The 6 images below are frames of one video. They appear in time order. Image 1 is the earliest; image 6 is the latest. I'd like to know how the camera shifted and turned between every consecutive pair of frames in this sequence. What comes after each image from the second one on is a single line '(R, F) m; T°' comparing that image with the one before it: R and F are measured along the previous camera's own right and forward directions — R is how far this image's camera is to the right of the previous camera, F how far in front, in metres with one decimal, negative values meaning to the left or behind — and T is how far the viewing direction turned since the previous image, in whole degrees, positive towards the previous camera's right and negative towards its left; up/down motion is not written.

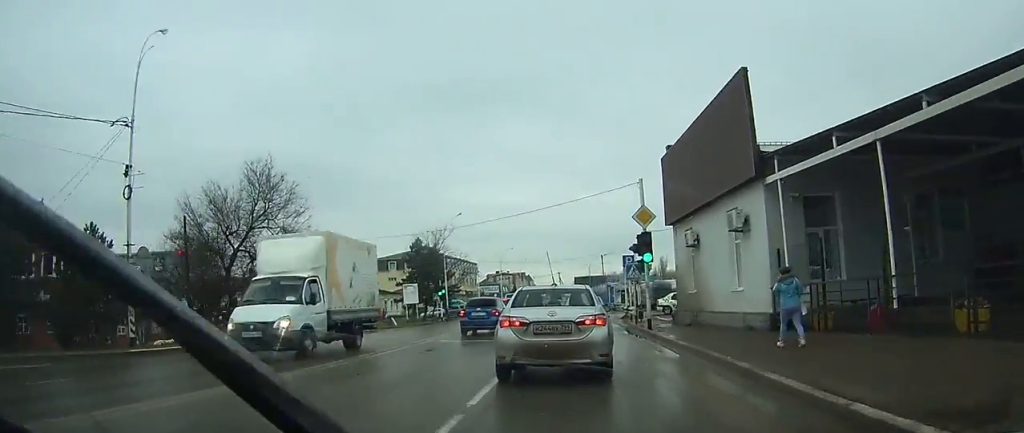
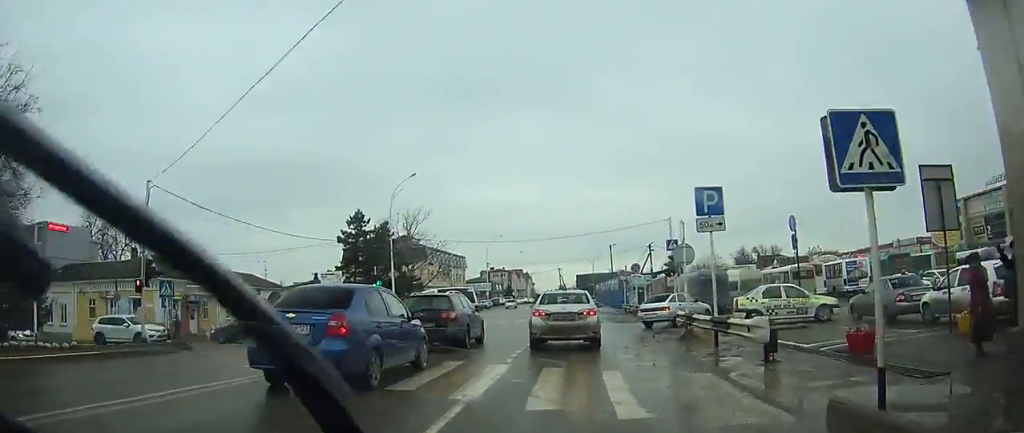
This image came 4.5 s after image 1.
(+0.4, +25.3) m; 0°
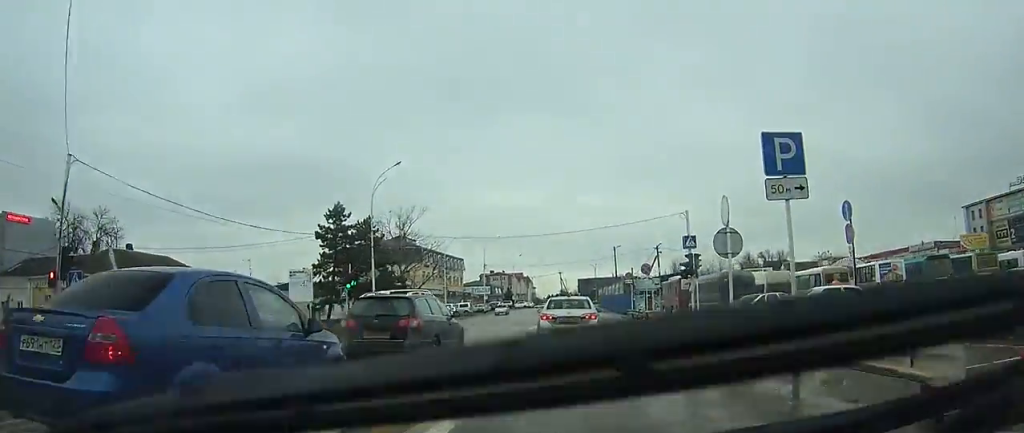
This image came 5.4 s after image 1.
(-0.1, +6.1) m; -1°
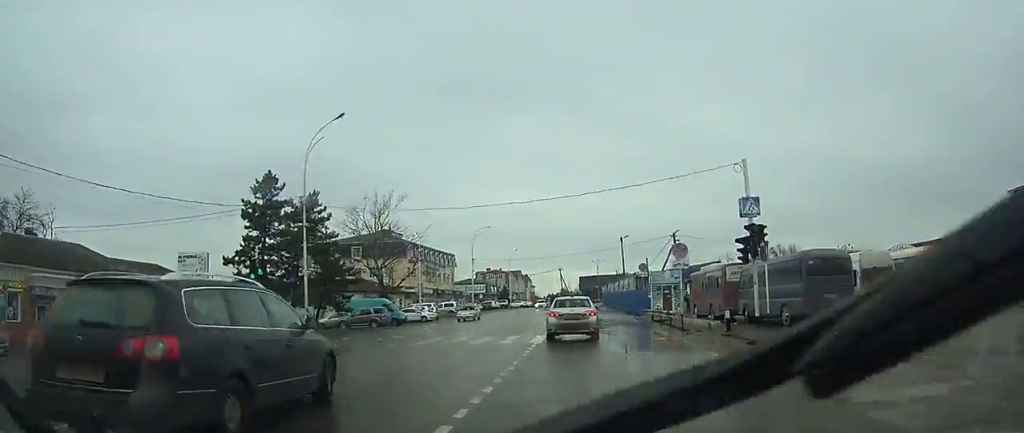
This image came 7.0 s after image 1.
(-0.1, +12.9) m; 0°
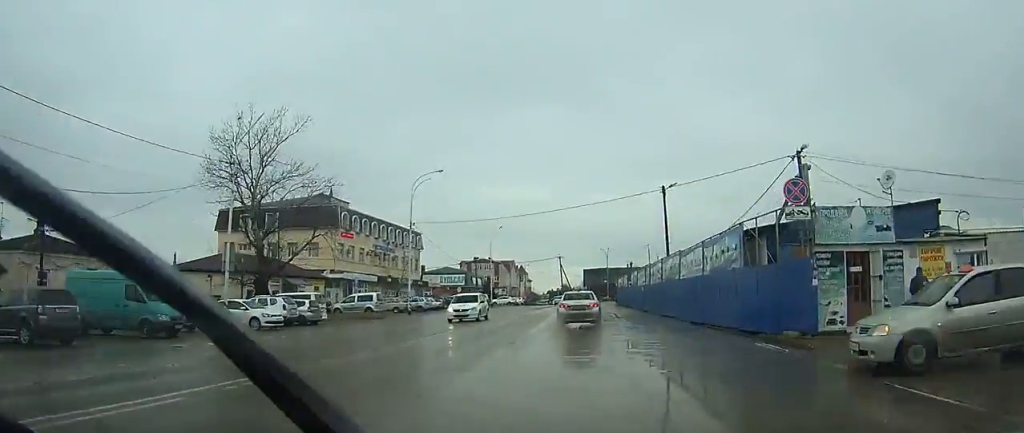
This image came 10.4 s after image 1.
(+0.1, +33.3) m; 0°
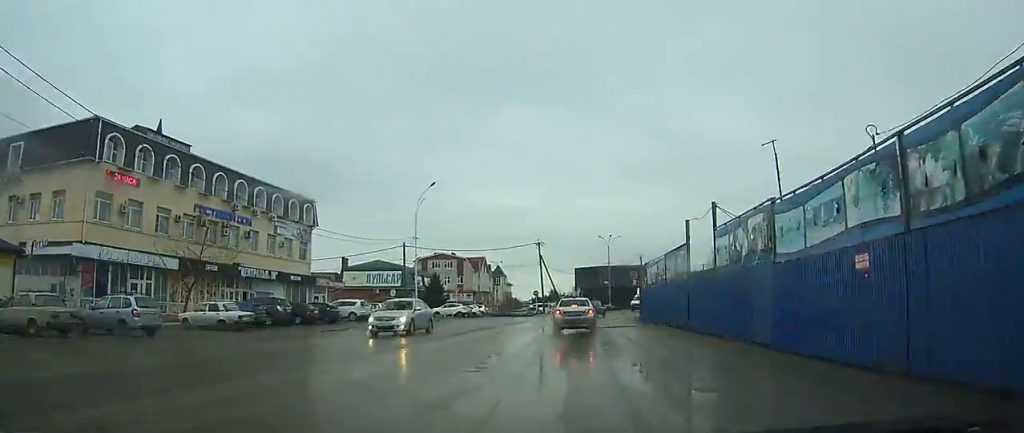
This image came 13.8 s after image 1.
(+0.5, +38.2) m; +2°
